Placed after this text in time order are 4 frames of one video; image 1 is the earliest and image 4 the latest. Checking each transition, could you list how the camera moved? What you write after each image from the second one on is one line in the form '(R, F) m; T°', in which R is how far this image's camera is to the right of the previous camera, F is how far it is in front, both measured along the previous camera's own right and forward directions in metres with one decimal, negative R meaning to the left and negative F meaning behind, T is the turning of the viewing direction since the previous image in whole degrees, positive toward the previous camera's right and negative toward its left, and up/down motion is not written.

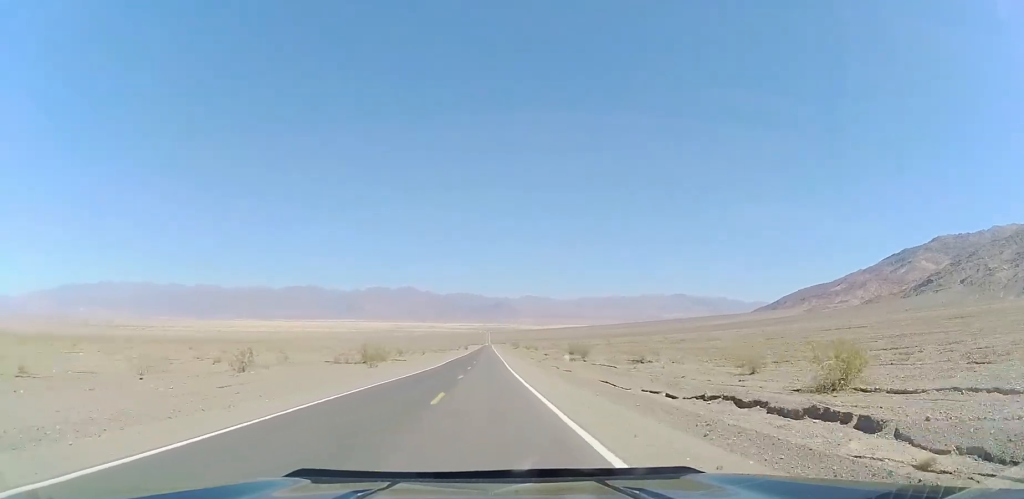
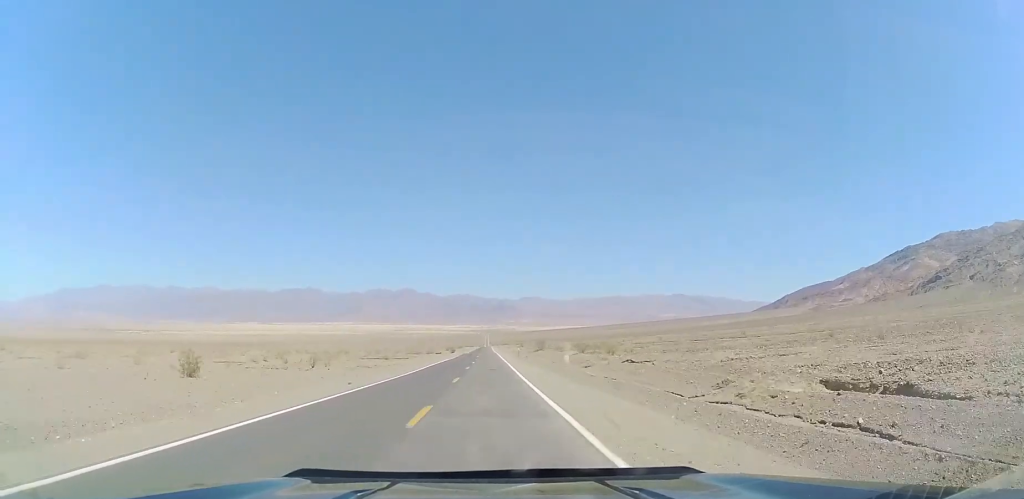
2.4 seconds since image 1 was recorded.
(-0.8, +78.8) m; -1°
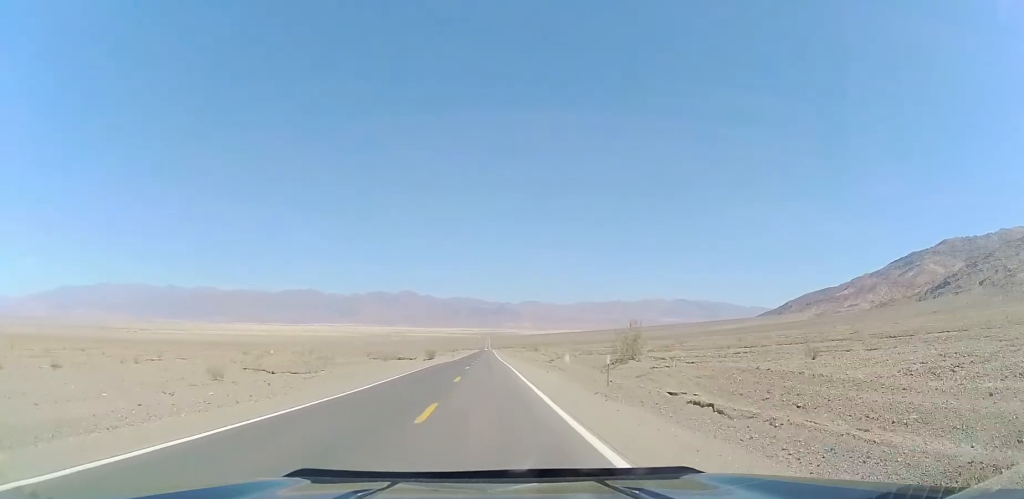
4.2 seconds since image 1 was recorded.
(+0.6, +57.6) m; +1°
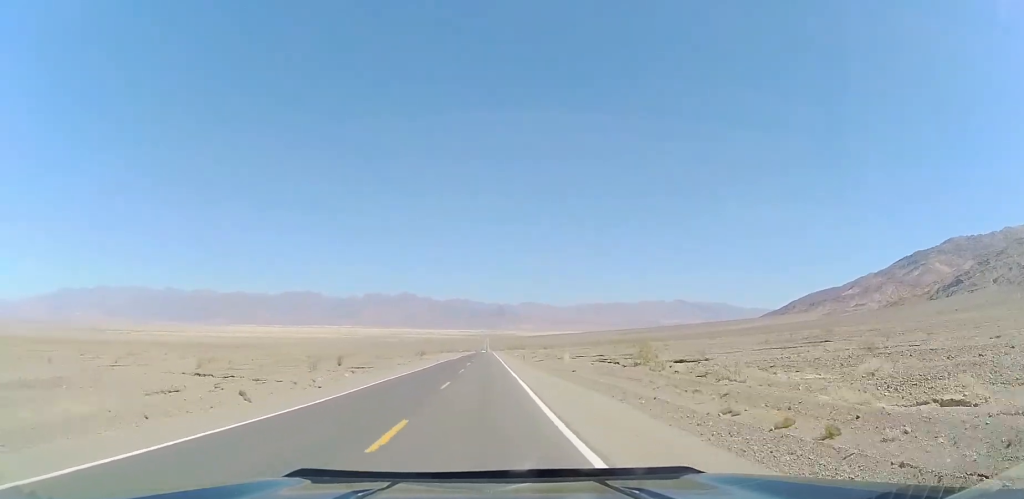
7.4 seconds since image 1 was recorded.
(-0.9, +105.4) m; -1°
